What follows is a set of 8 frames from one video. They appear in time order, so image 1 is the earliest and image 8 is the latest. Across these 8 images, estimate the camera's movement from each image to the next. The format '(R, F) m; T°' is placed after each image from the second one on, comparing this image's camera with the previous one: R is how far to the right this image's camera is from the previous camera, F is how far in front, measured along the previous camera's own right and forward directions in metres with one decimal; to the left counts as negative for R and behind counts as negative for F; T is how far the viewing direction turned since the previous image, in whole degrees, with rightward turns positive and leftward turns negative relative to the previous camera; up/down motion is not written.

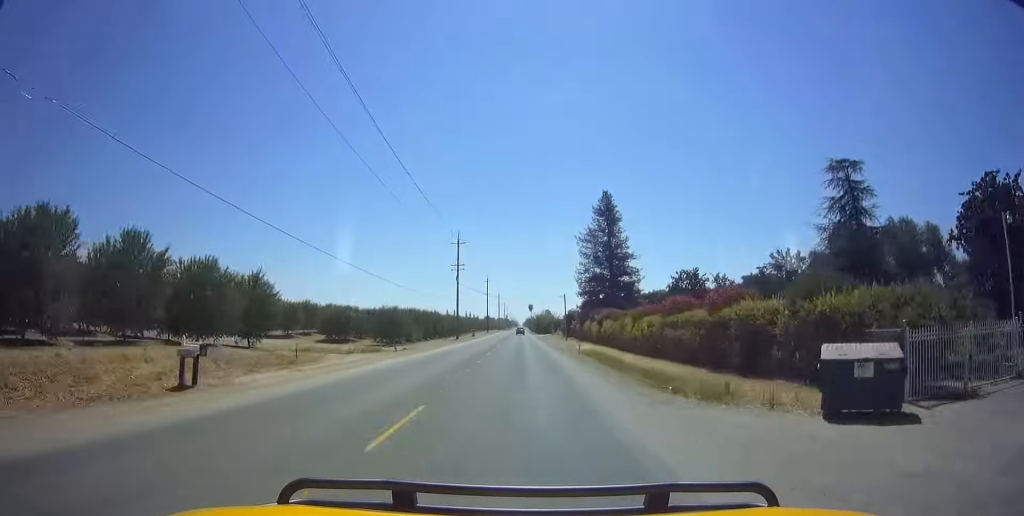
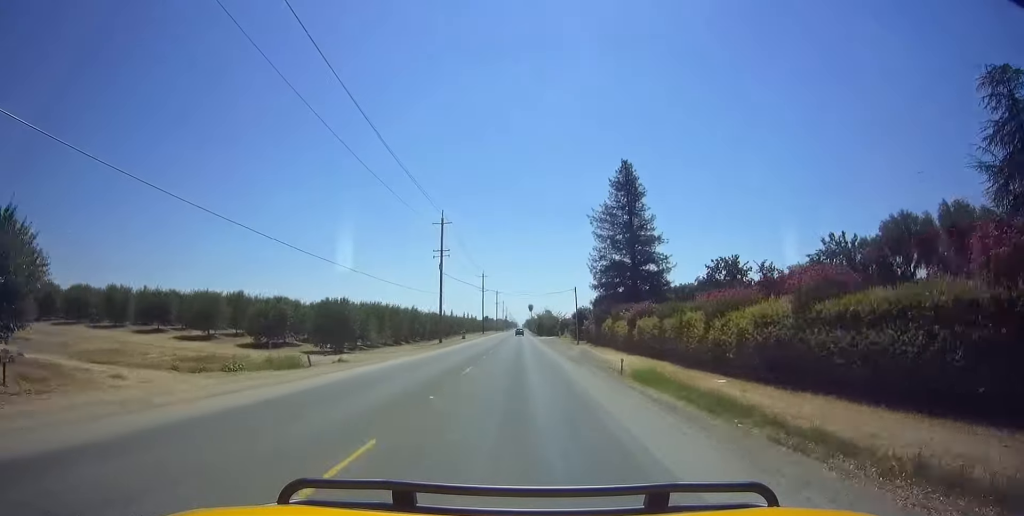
(+0.4, +18.1) m; +1°
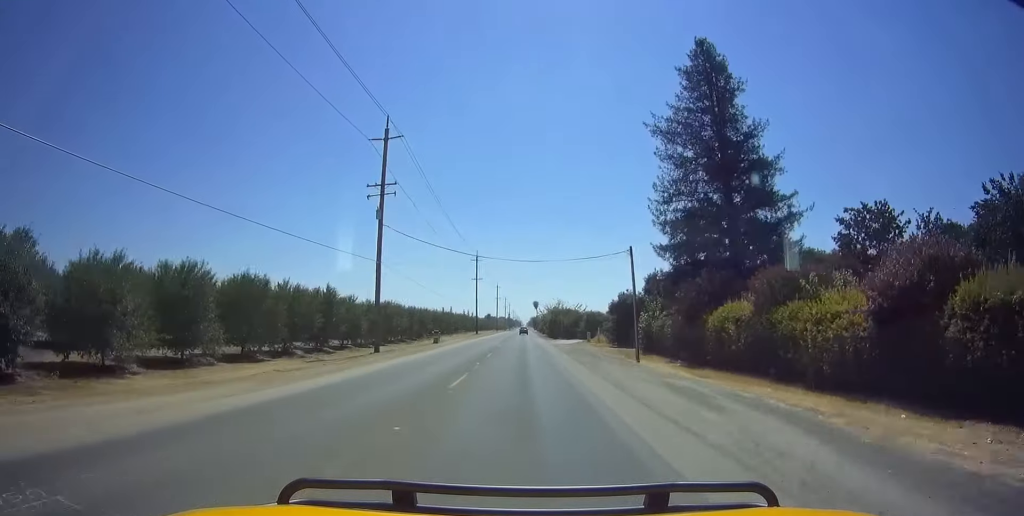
(0.0, +33.3) m; 0°
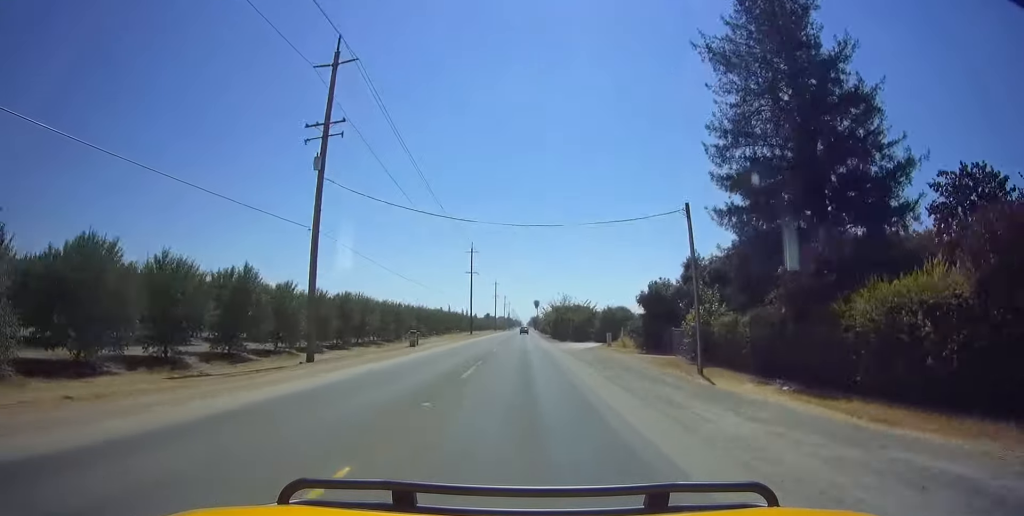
(0.0, +12.6) m; 0°
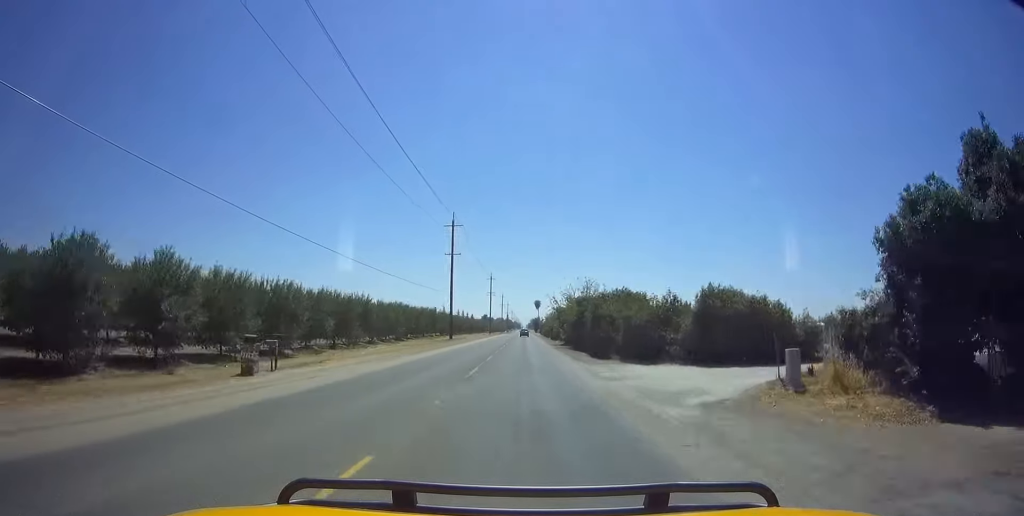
(-0.1, +28.7) m; -2°
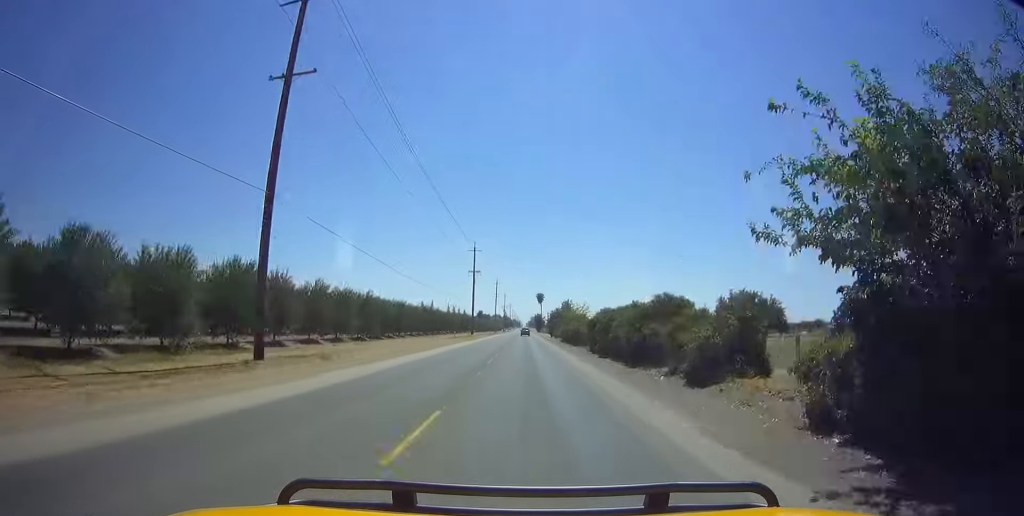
(+0.2, +54.5) m; +2°
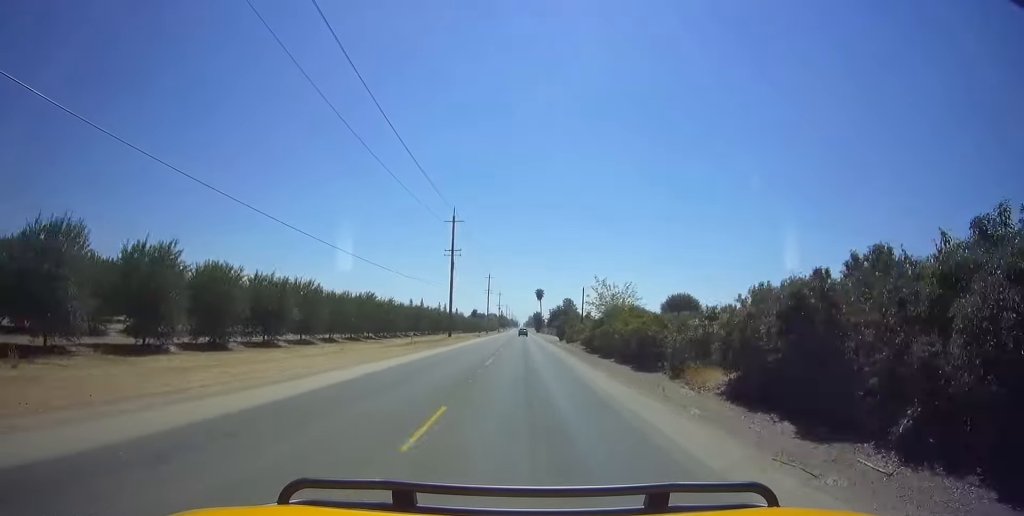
(0.0, +28.5) m; 0°
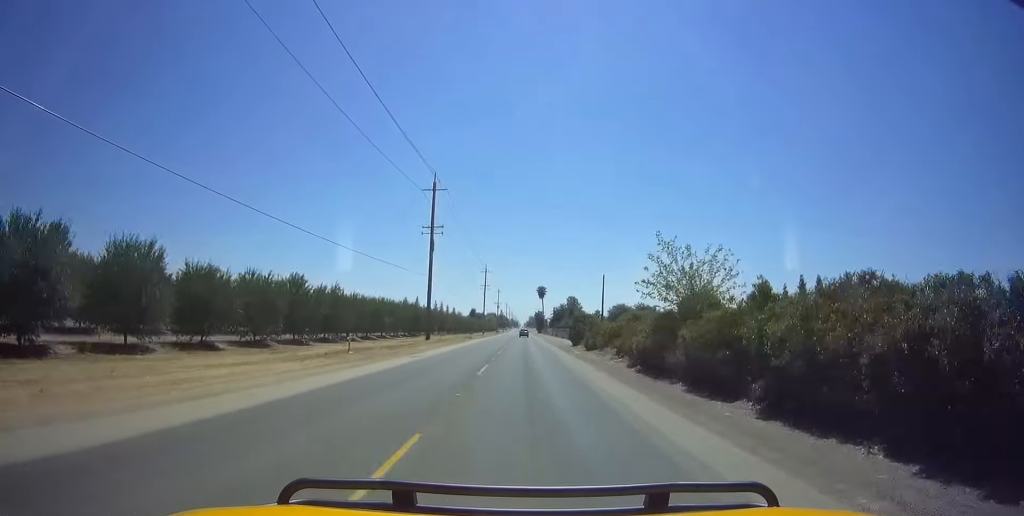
(0.0, +17.7) m; 0°
